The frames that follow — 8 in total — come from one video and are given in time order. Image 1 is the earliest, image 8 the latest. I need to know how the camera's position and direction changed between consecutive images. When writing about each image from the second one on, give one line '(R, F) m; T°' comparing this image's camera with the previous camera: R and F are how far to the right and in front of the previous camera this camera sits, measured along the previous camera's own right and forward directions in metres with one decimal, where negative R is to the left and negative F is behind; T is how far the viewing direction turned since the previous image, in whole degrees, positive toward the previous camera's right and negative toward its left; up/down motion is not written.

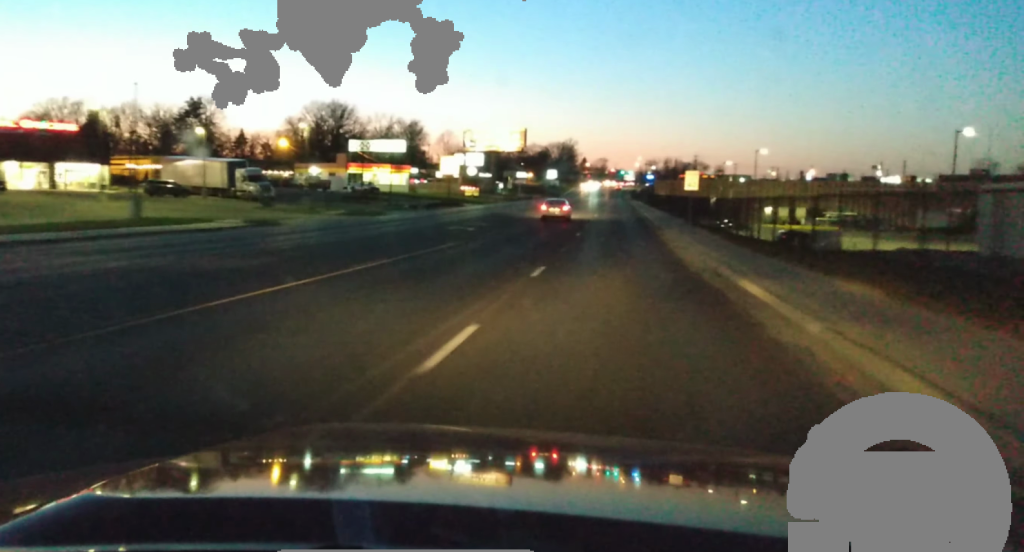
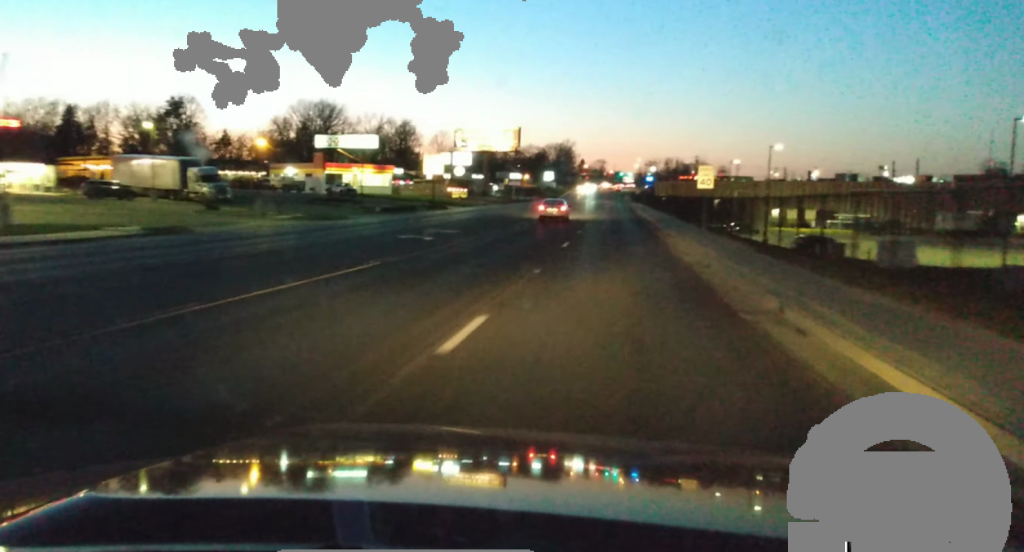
(+0.3, +10.7) m; 0°
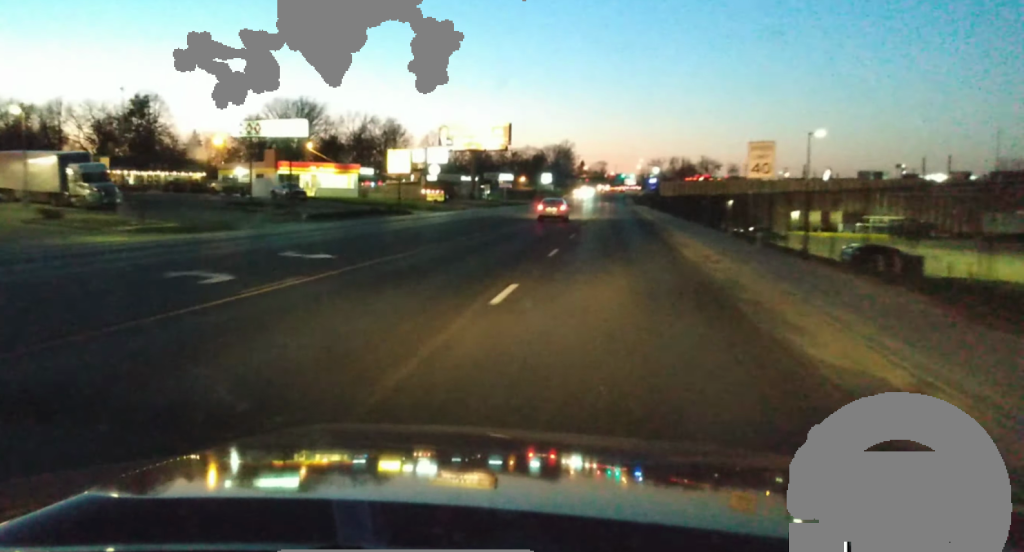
(-0.3, +19.7) m; -1°
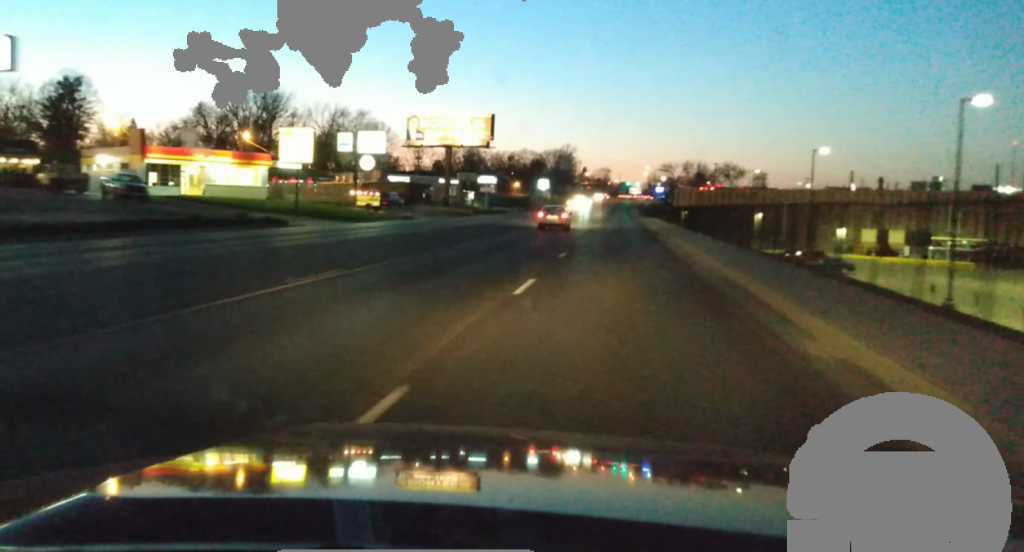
(+0.3, +34.0) m; 0°
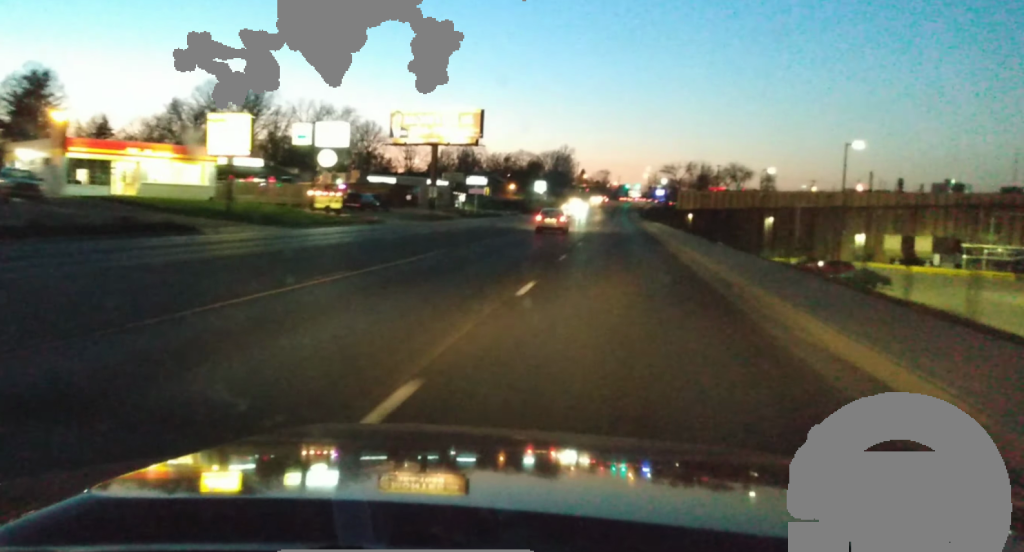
(+0.1, +11.6) m; -1°
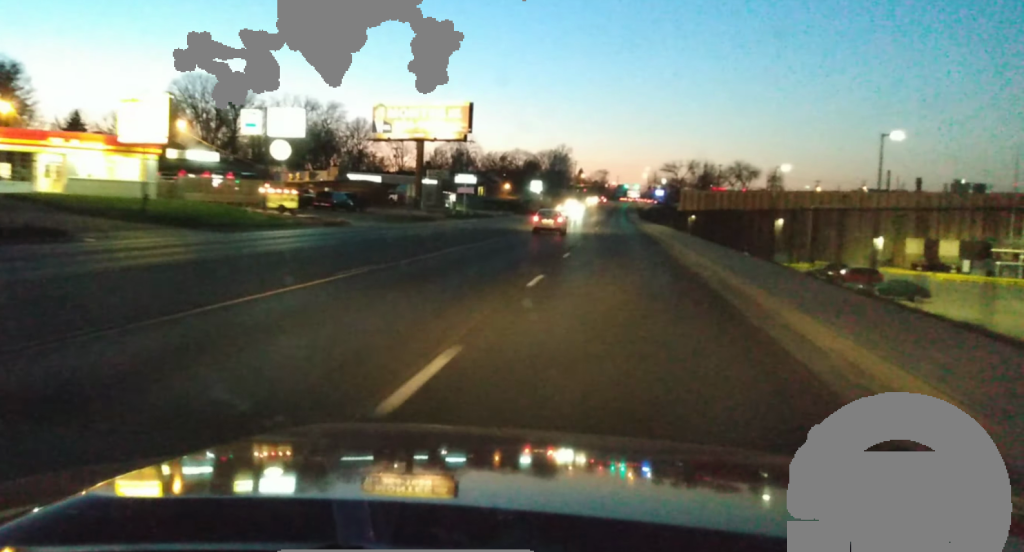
(-0.3, +9.7) m; 0°
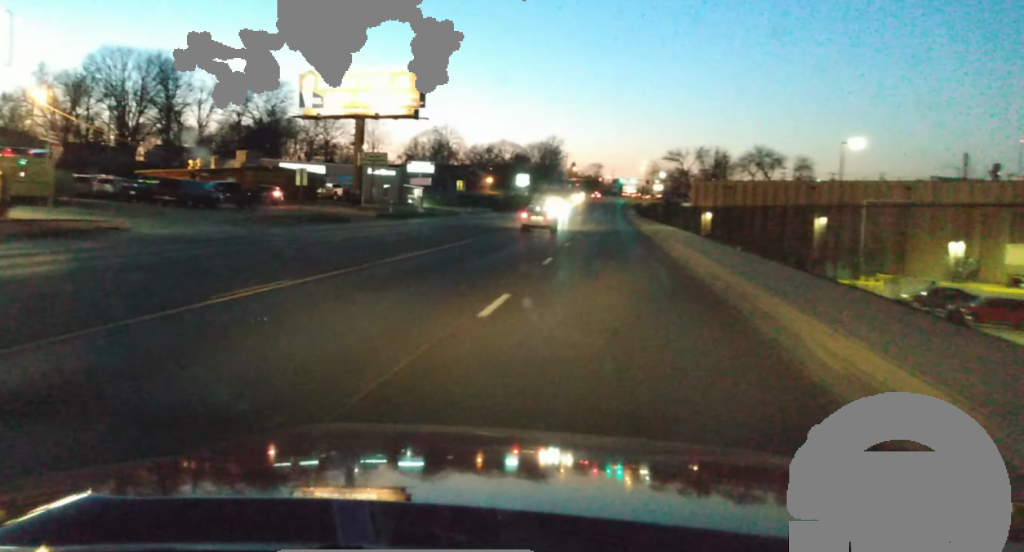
(+0.5, +29.9) m; +2°
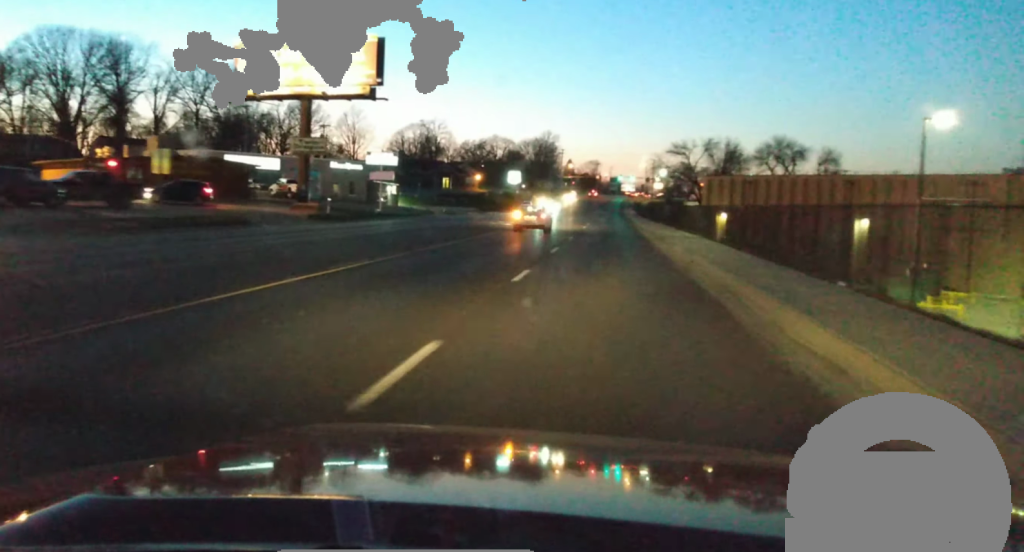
(0.0, +18.3) m; -1°
